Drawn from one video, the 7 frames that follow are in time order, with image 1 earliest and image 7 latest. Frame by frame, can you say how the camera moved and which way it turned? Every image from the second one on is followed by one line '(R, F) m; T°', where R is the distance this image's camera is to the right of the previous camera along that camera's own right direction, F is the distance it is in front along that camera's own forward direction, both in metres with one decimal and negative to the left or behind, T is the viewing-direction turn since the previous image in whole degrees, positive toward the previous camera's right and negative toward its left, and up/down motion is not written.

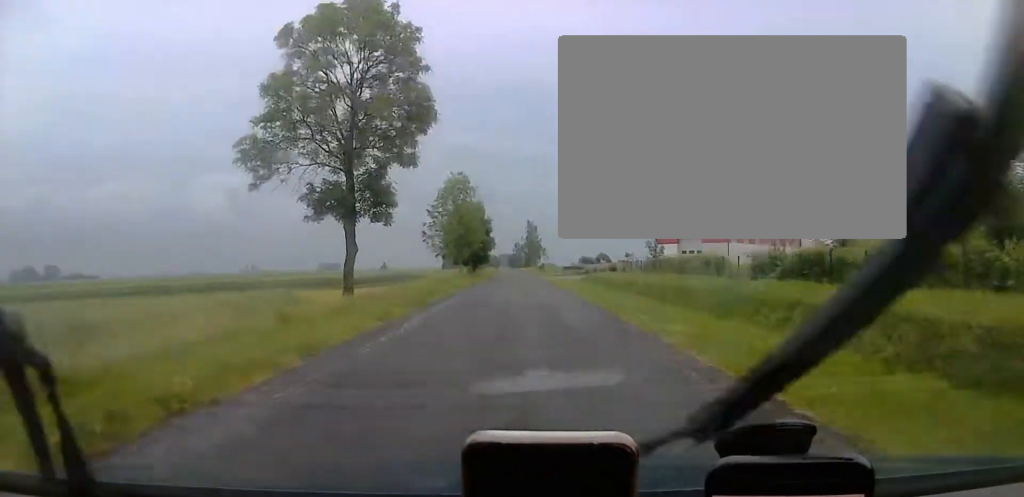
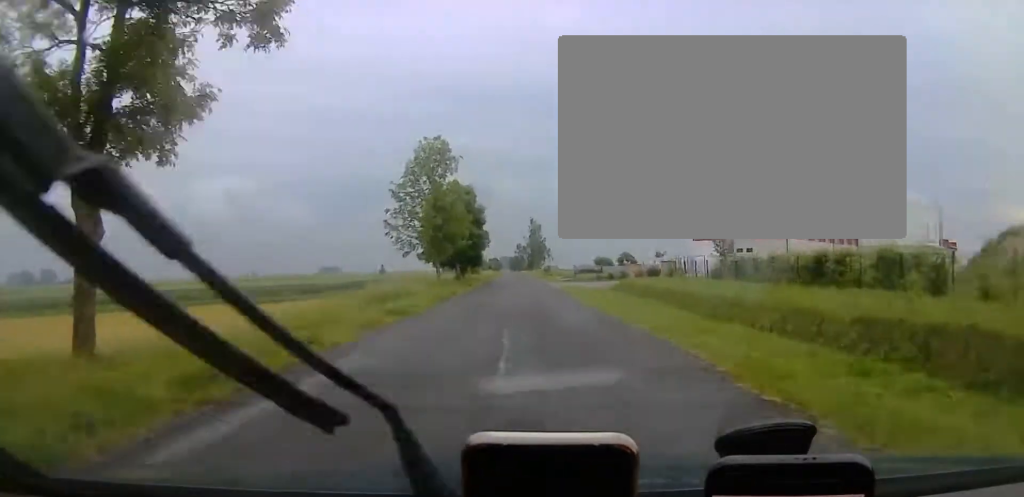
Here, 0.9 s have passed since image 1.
(+0.1, +17.4) m; 0°
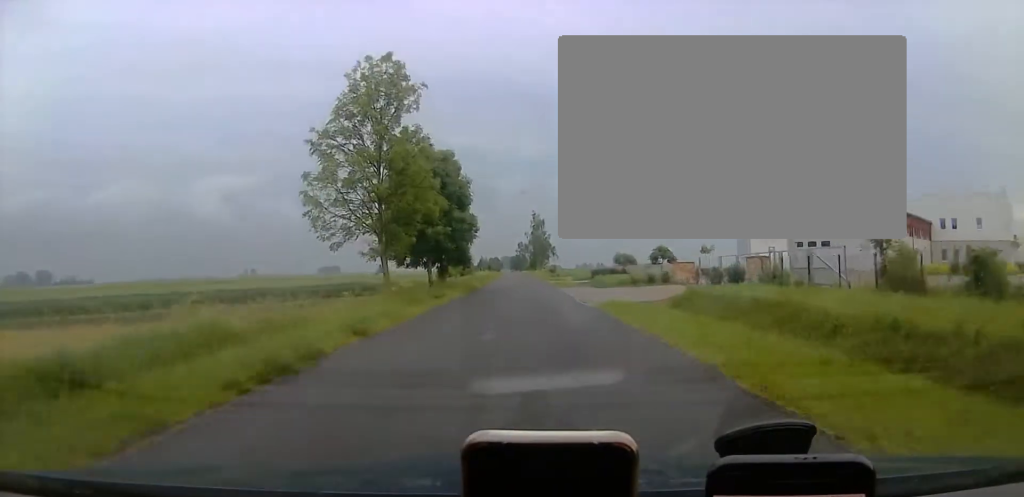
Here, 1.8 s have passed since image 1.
(-0.2, +18.3) m; 0°
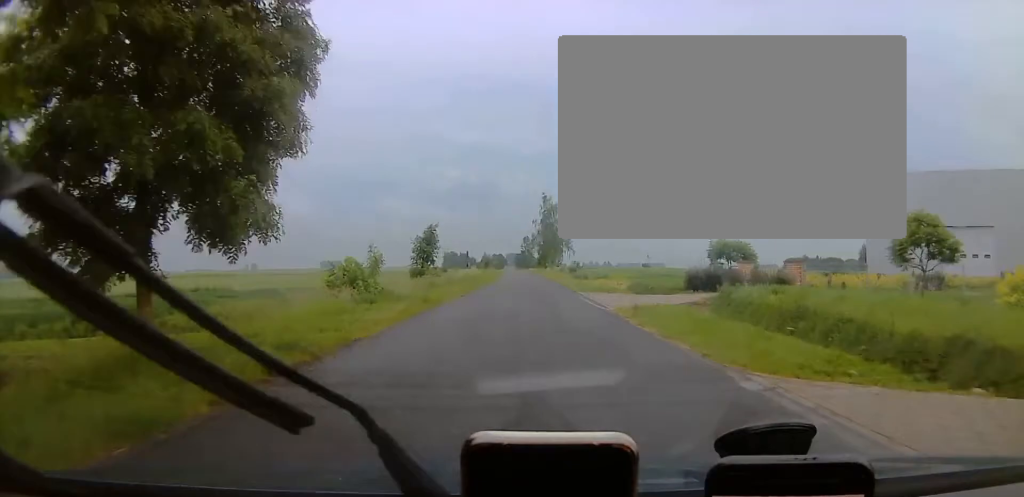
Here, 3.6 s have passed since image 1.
(+0.2, +35.1) m; 0°
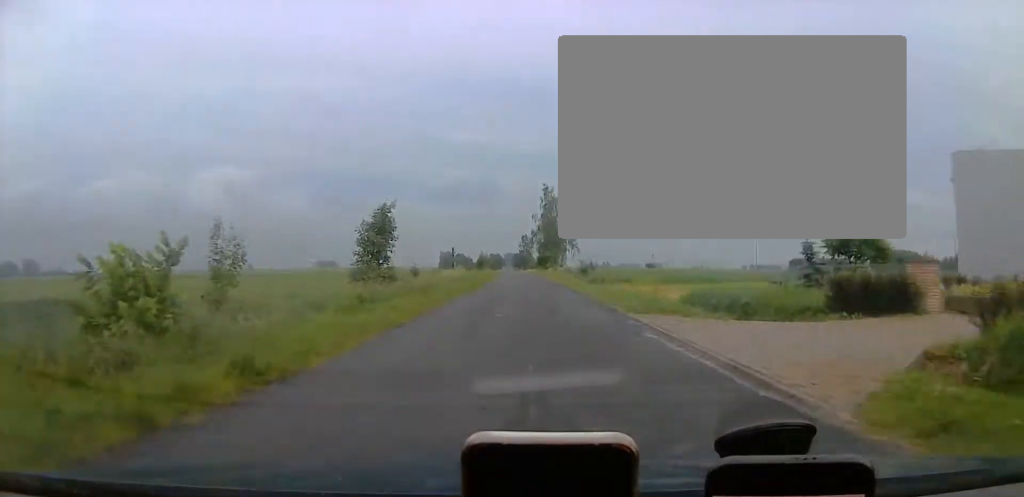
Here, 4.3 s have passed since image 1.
(-0.1, +15.4) m; 0°
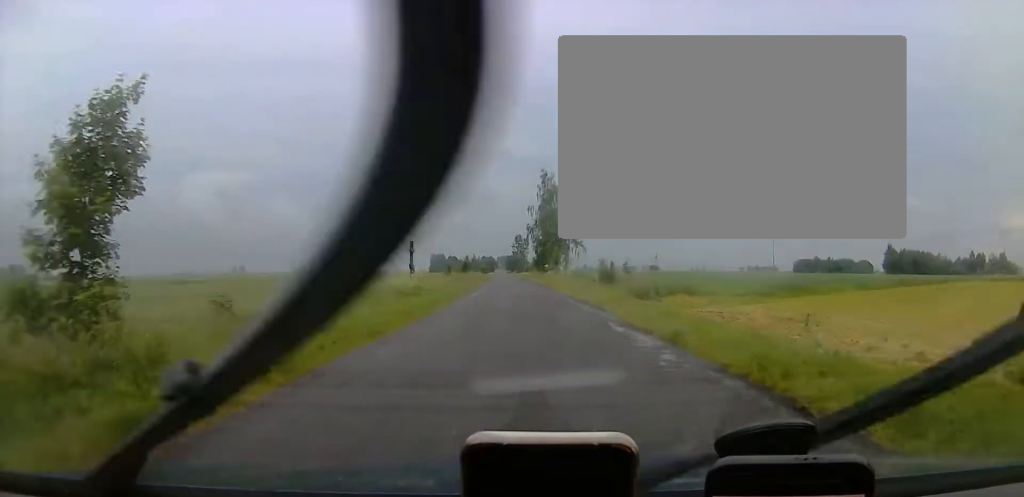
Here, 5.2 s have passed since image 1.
(0.0, +20.4) m; +1°
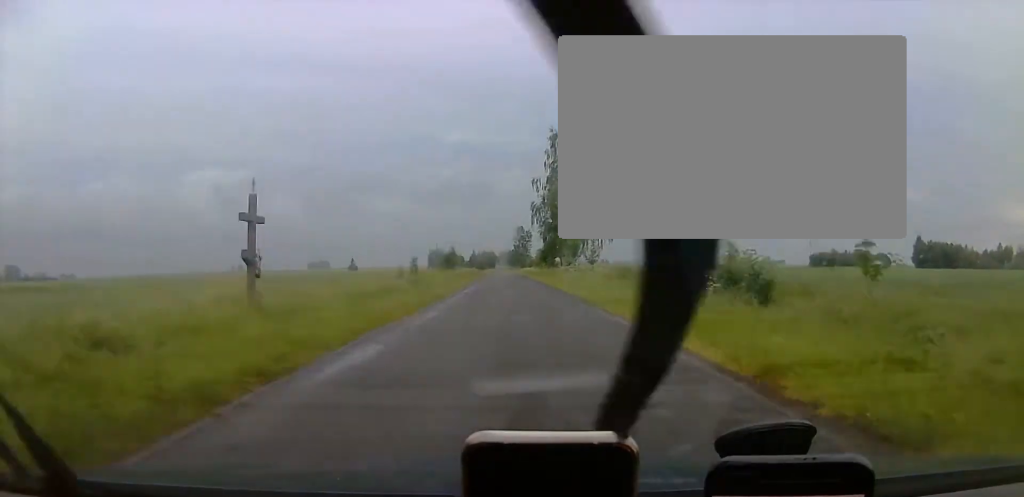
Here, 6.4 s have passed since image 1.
(+0.4, +24.9) m; 0°
